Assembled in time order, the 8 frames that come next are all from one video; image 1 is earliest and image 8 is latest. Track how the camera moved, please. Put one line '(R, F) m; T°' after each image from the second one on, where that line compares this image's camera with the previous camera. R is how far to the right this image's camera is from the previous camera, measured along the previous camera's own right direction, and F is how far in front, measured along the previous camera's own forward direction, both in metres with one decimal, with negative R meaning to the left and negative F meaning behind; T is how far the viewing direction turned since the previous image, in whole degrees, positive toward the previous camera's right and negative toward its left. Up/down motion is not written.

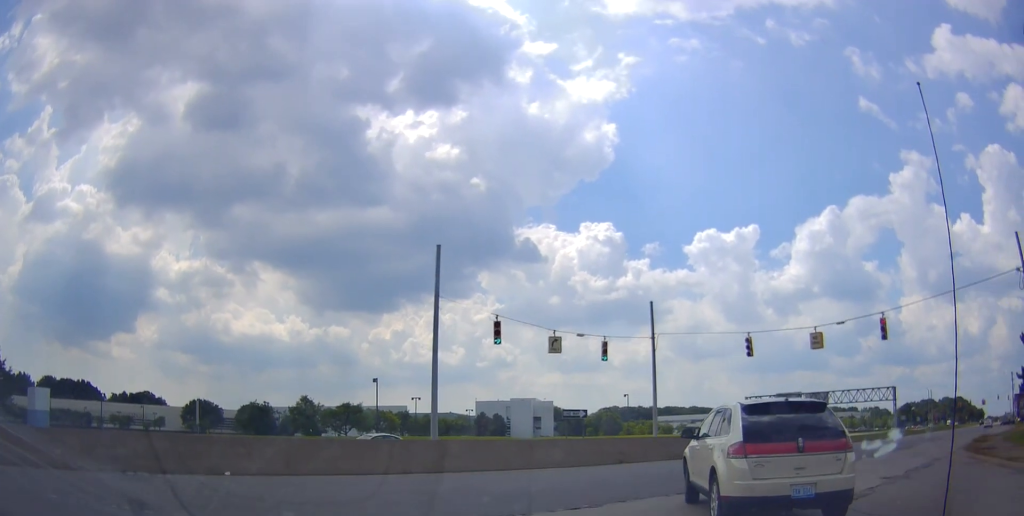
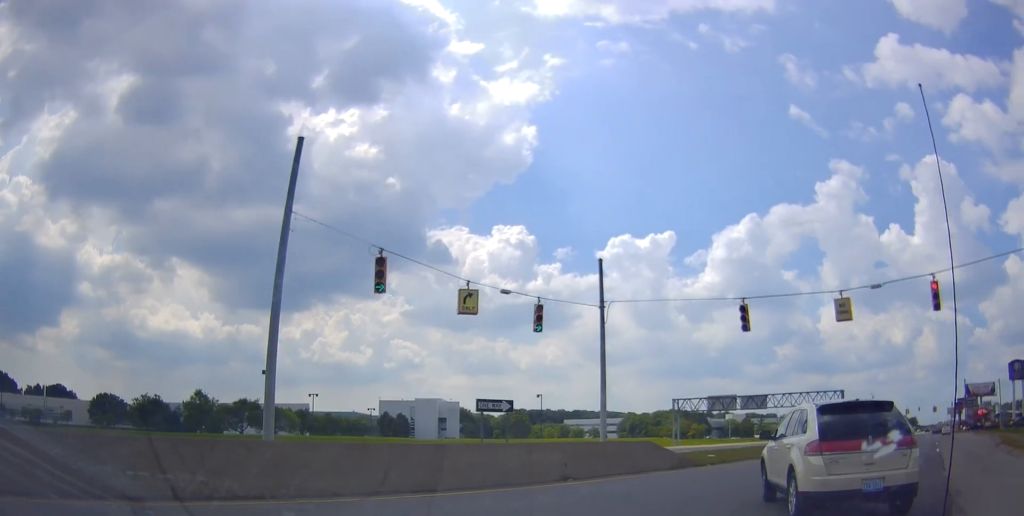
(-0.6, +8.0) m; -4°
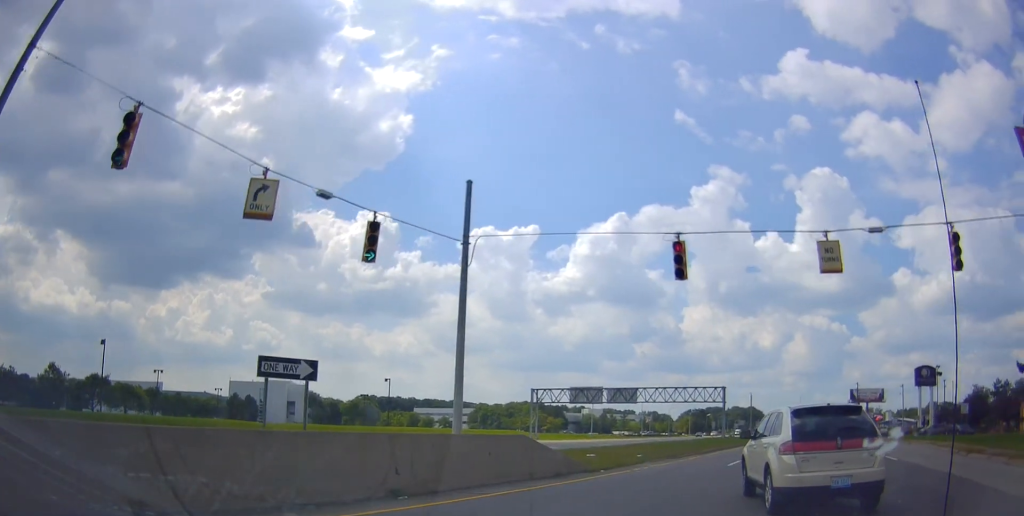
(+0.2, +6.6) m; +8°
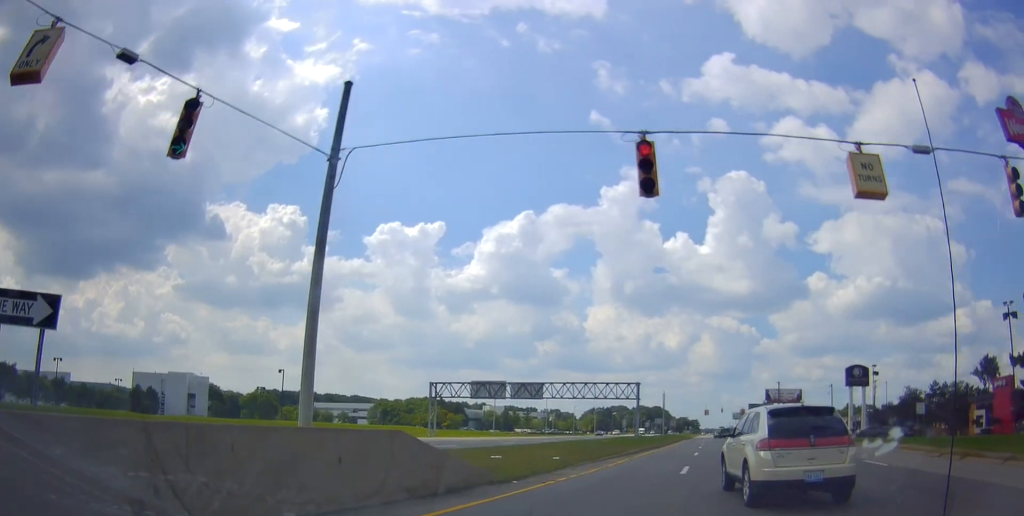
(+0.3, +5.0) m; +9°
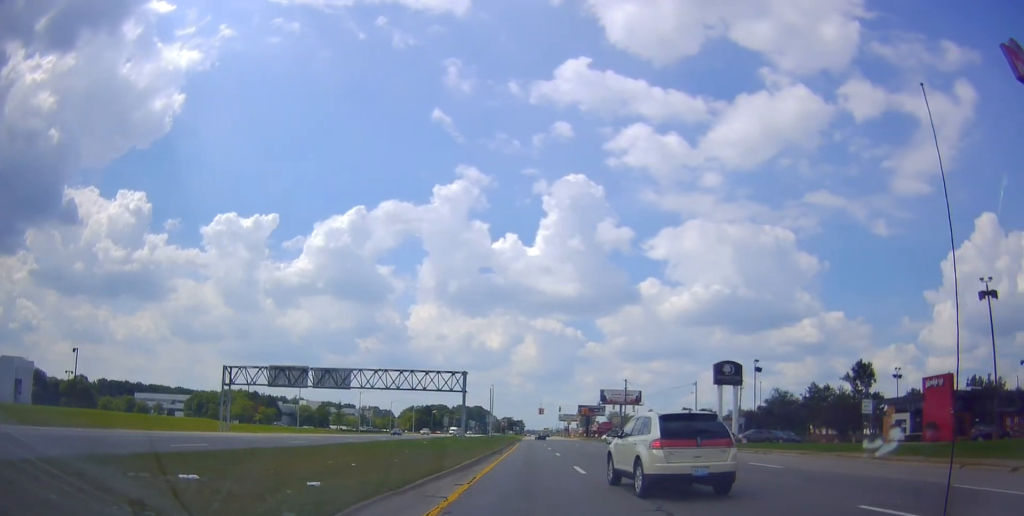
(+2.8, +12.6) m; +22°
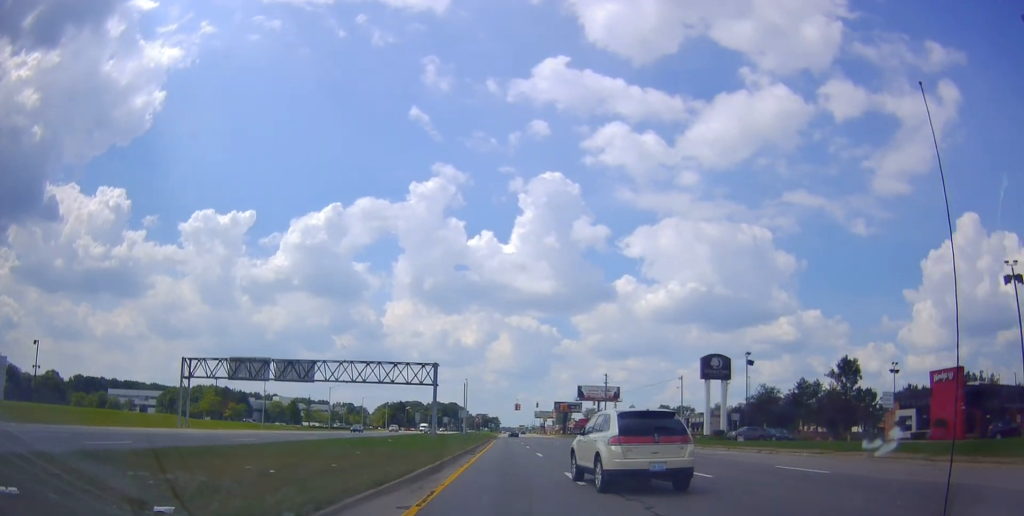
(+0.2, +4.4) m; +5°
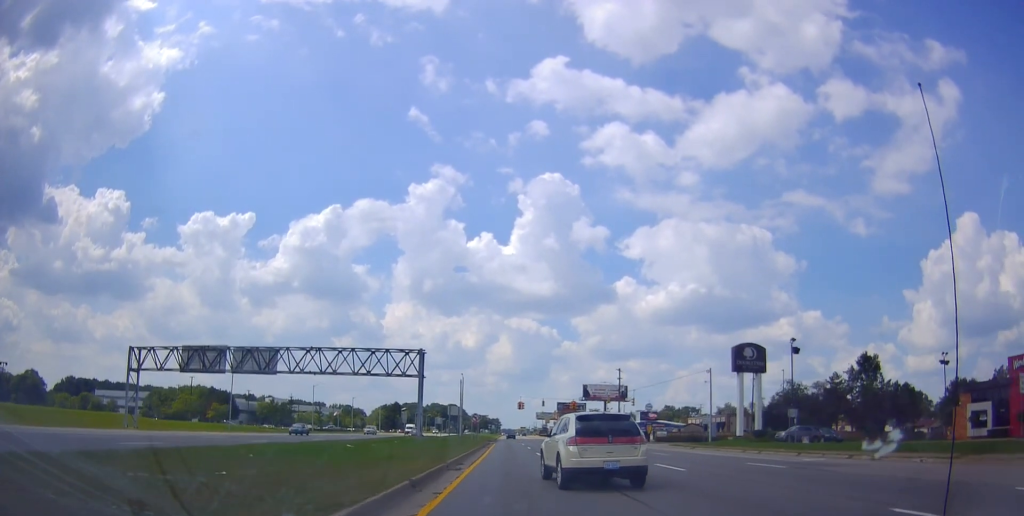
(+0.5, +11.2) m; +5°
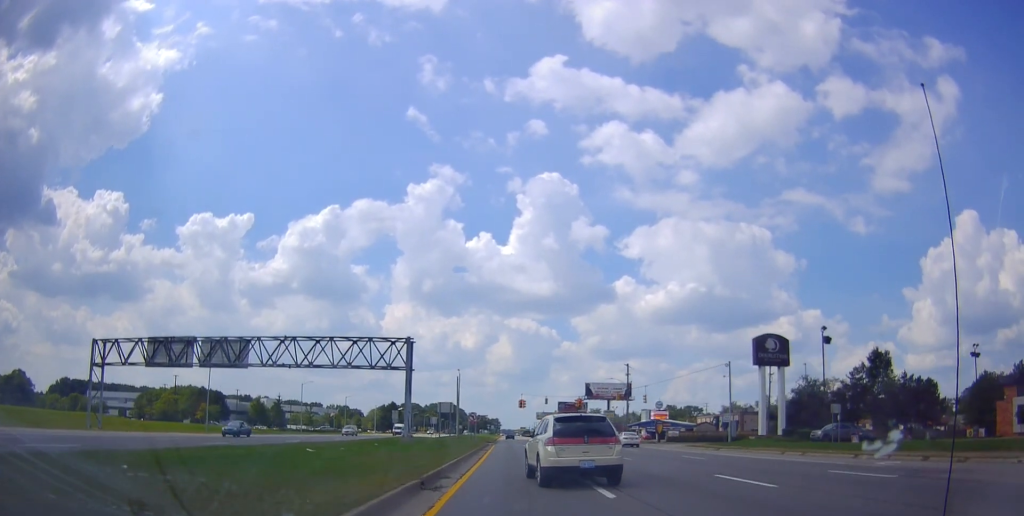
(+0.3, +6.8) m; 0°
